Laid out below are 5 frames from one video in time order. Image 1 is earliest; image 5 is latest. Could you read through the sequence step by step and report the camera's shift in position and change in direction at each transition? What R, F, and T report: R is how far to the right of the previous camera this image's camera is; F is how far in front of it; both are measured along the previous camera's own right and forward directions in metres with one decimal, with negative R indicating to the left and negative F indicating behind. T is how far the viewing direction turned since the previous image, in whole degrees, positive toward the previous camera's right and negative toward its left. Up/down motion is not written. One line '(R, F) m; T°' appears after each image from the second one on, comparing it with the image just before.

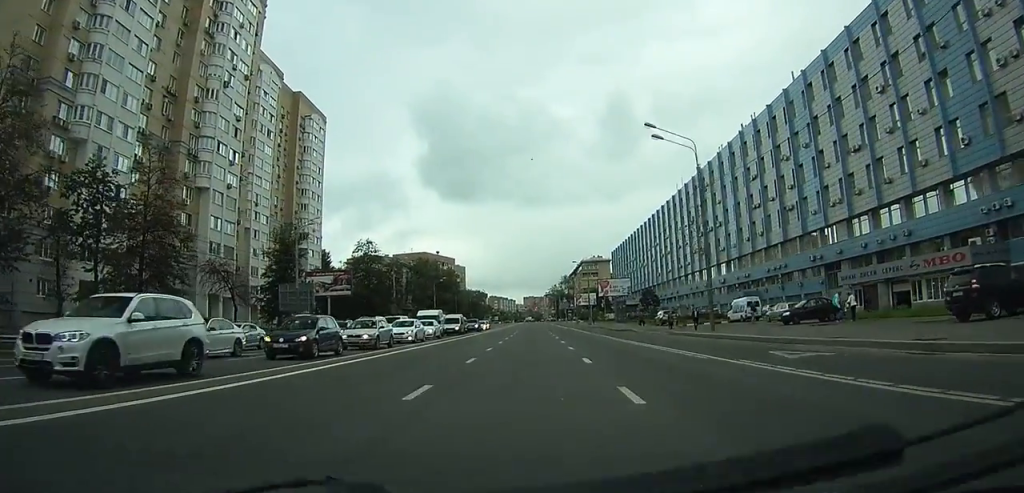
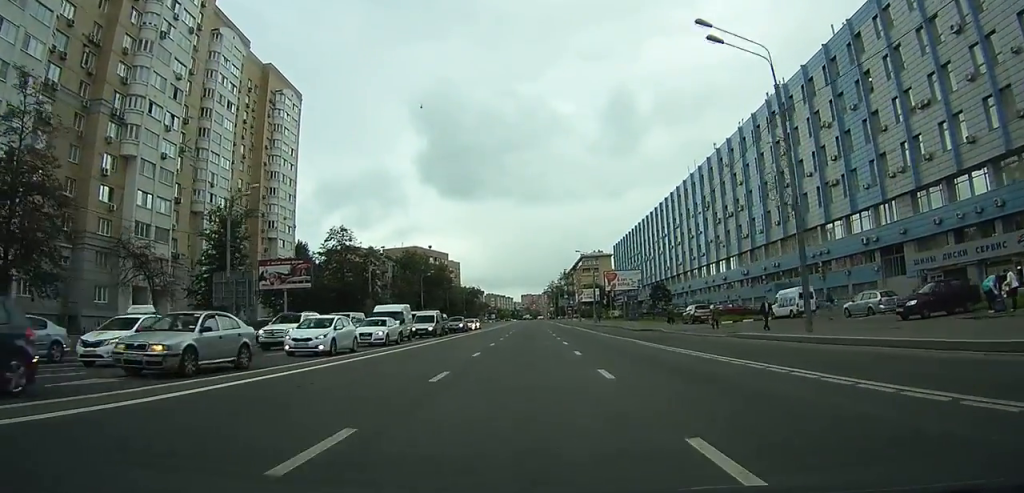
(0.0, +12.9) m; 0°
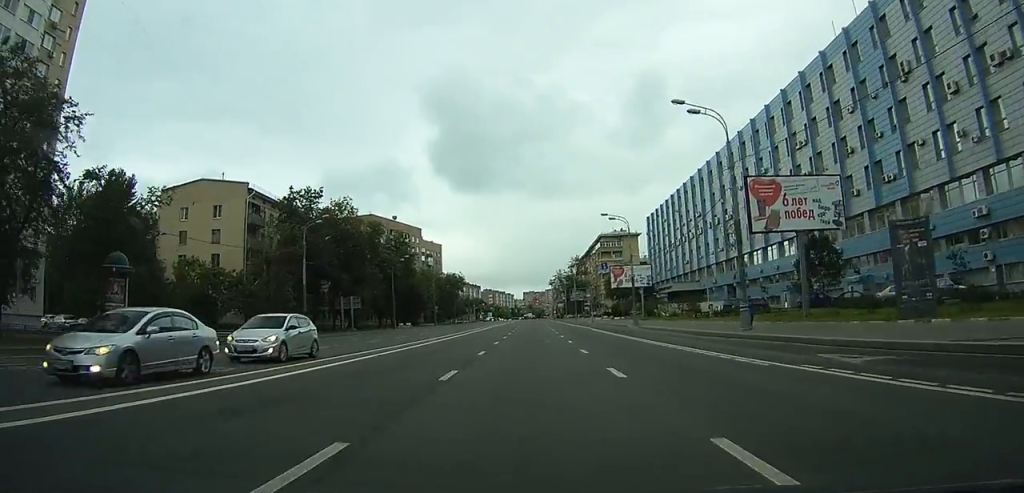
(-0.5, +65.4) m; 0°
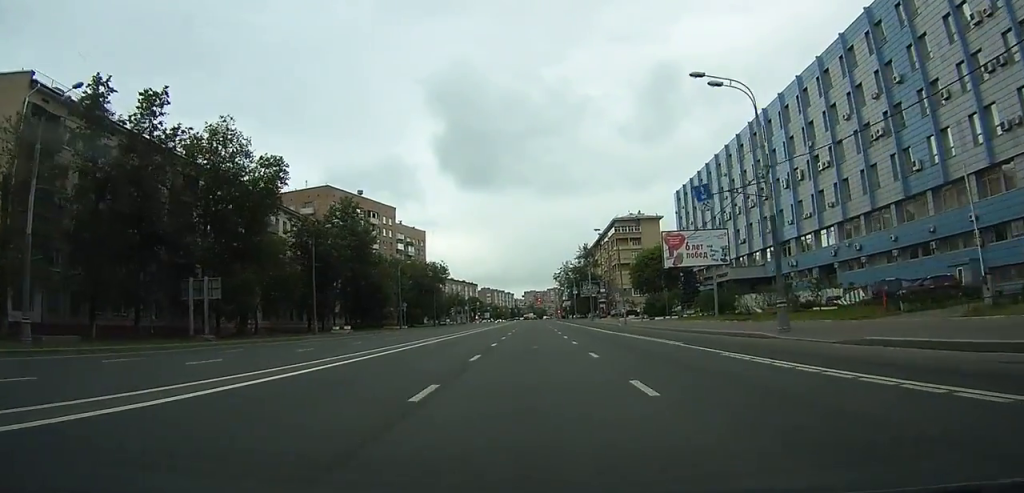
(+0.4, +35.1) m; 0°
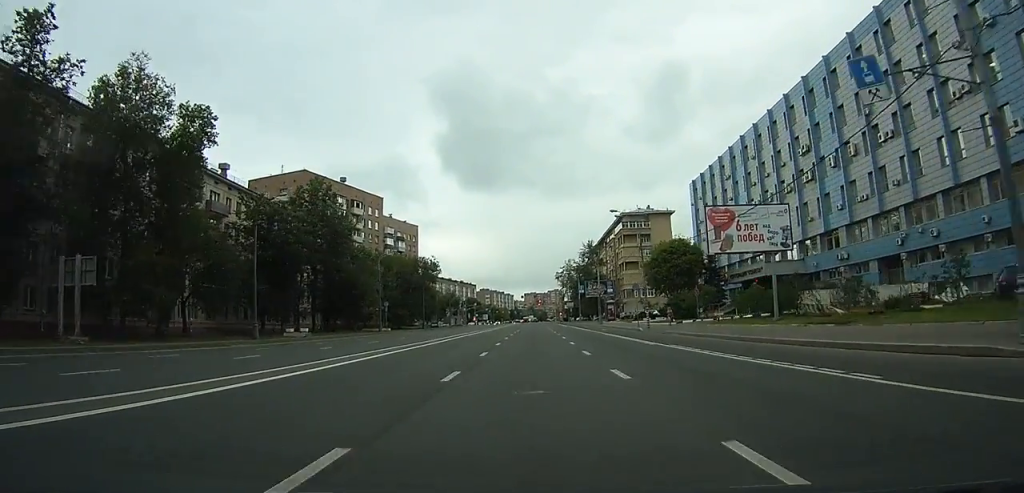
(-0.1, +13.2) m; 0°
